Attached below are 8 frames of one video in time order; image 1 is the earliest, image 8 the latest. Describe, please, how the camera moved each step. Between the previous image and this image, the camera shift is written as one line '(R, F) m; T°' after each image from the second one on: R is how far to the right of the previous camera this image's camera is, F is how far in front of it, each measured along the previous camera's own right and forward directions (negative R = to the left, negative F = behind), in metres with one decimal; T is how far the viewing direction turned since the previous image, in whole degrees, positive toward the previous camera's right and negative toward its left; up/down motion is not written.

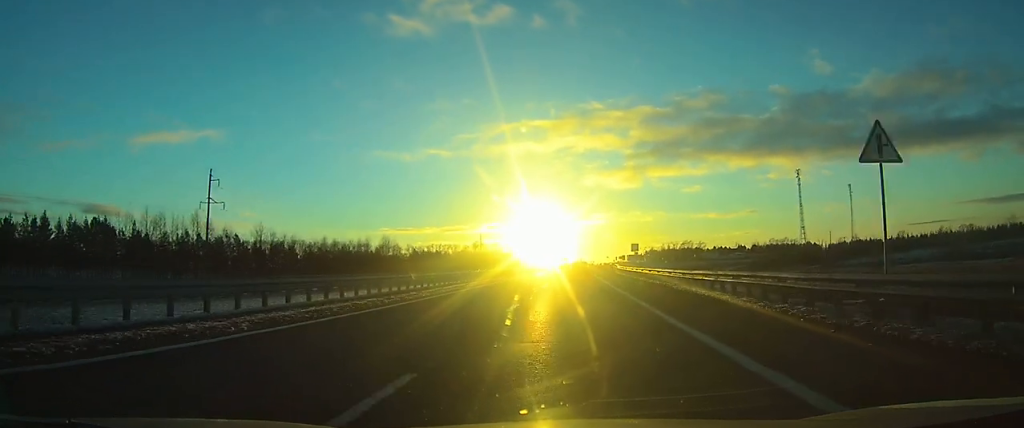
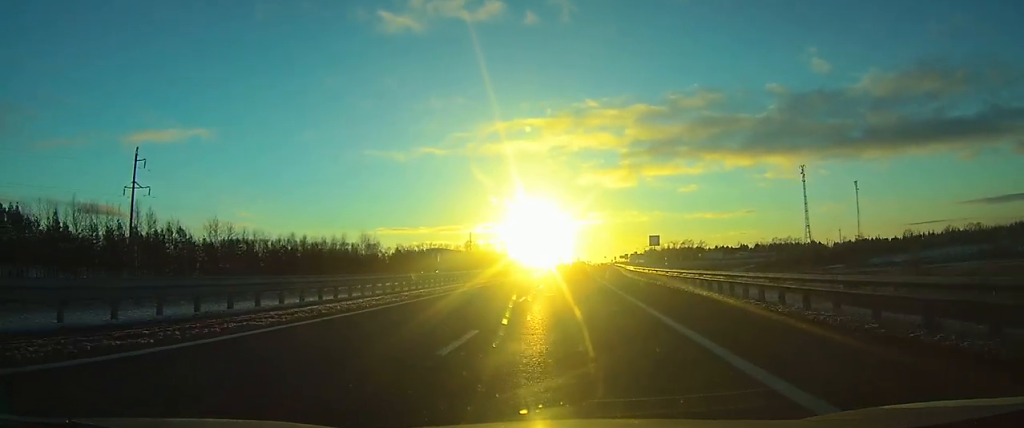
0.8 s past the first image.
(+0.1, +19.0) m; 0°
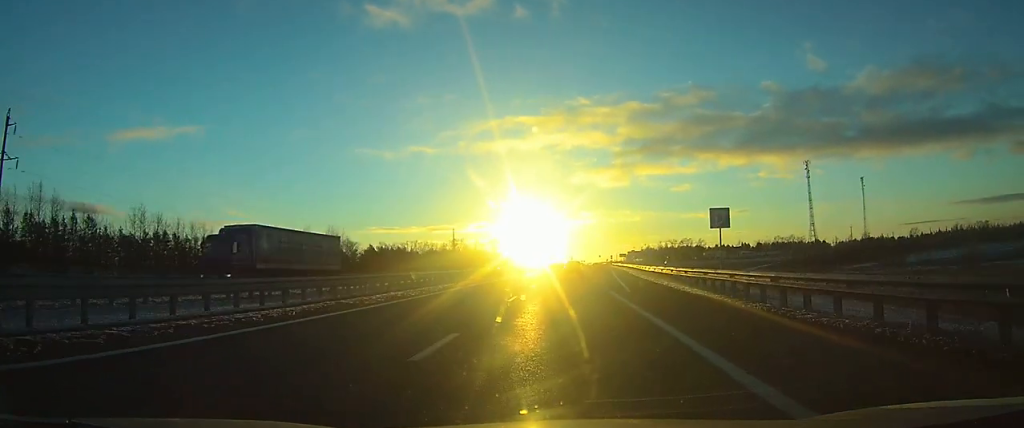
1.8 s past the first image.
(+0.1, +24.3) m; 0°
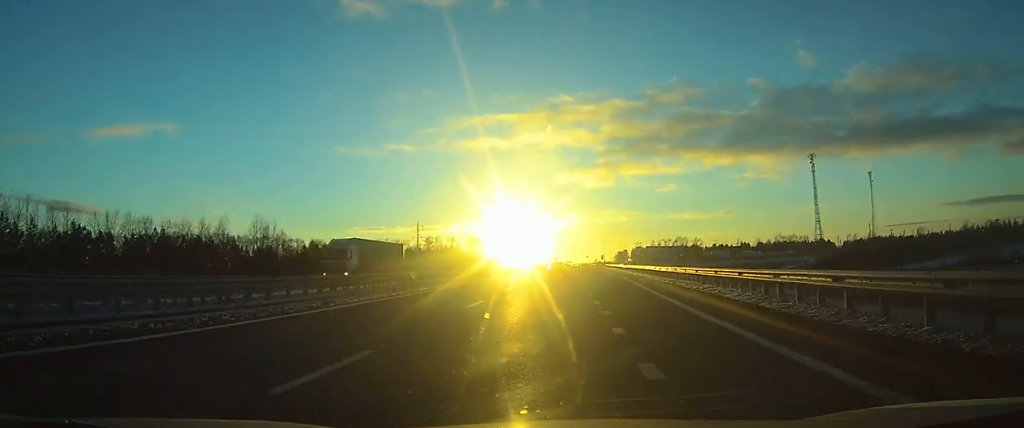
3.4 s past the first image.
(+0.3, +41.5) m; +1°
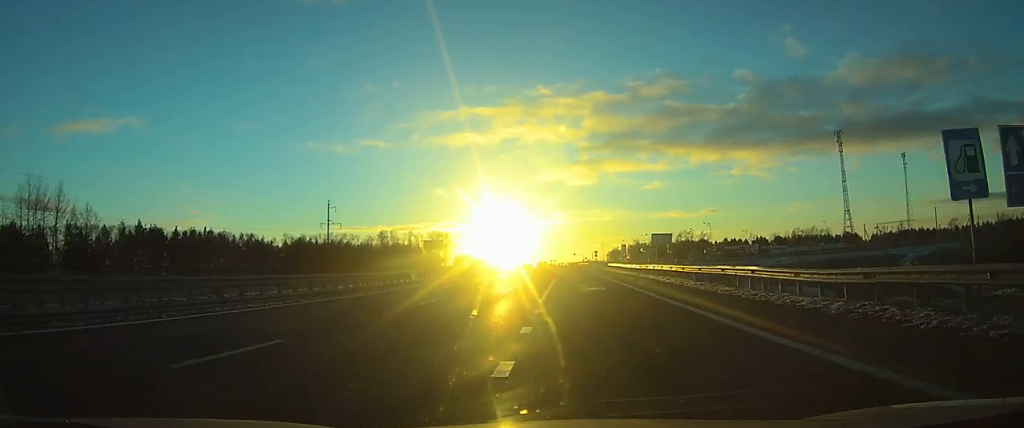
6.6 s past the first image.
(+0.9, +79.2) m; +1°
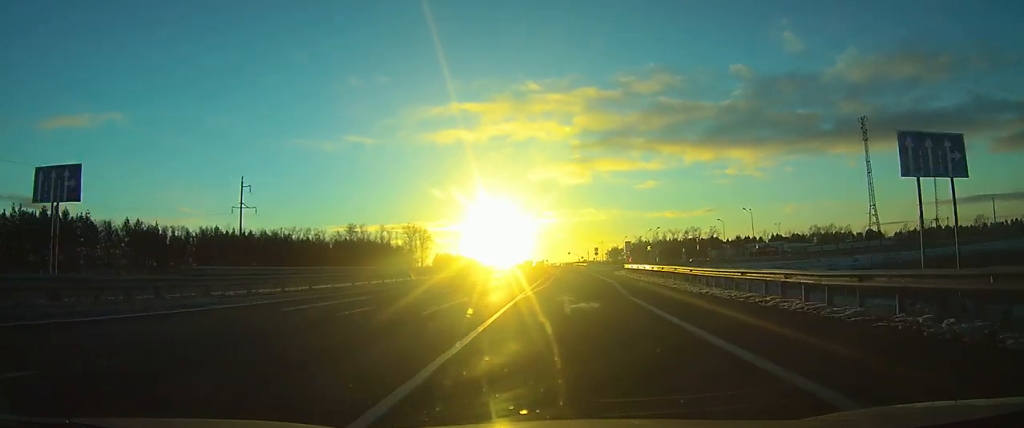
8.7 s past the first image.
(+0.4, +43.7) m; 0°
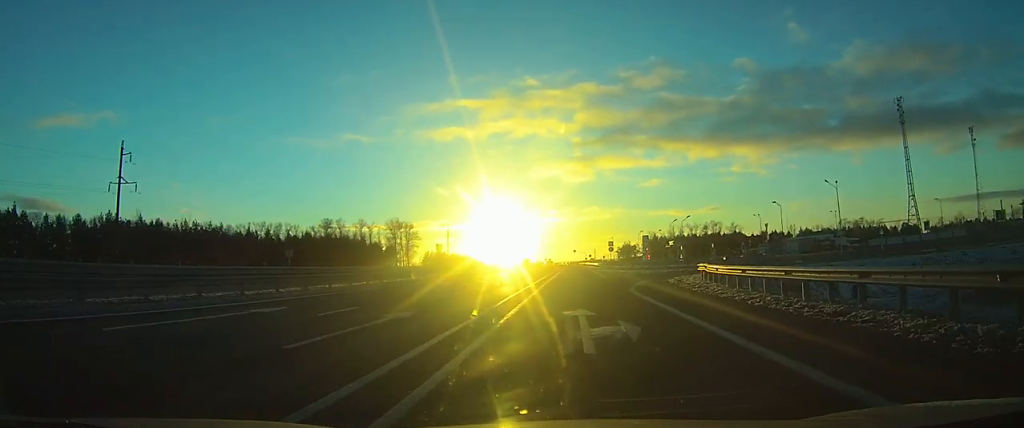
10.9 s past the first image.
(-0.2, +37.4) m; -1°
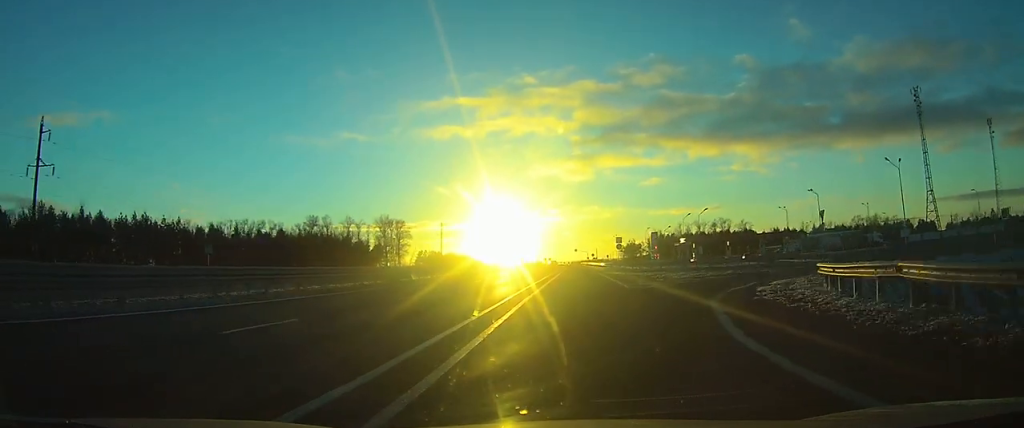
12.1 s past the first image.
(-0.2, +17.5) m; -1°
